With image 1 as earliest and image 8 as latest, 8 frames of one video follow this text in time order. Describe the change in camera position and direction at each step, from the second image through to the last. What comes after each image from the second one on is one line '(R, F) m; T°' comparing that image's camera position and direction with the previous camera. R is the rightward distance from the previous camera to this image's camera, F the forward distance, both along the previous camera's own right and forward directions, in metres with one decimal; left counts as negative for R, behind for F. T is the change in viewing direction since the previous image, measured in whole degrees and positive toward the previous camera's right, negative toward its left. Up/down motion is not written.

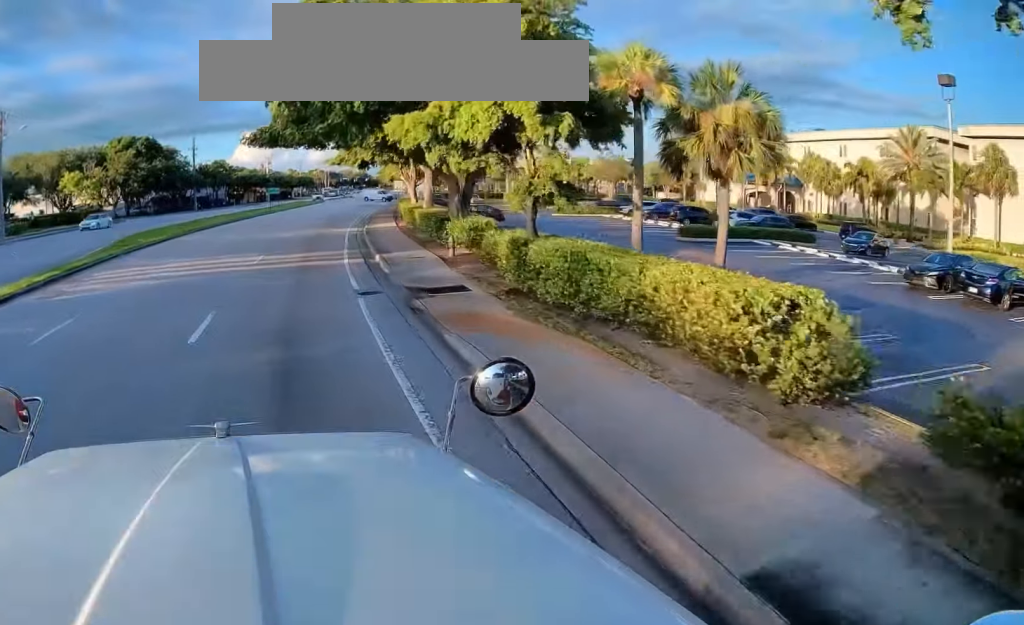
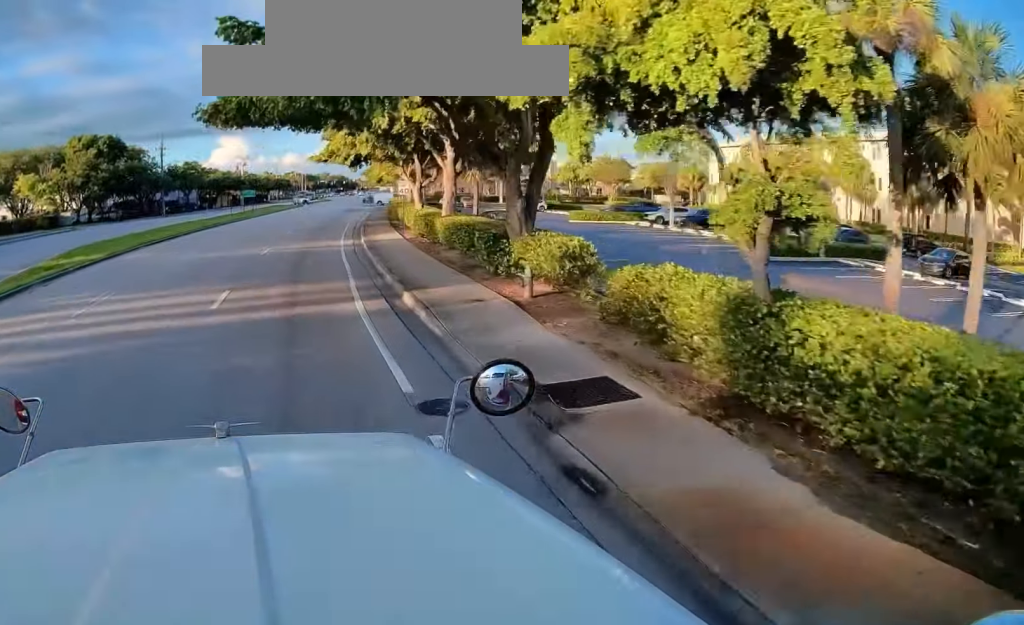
(-0.1, +9.0) m; +2°
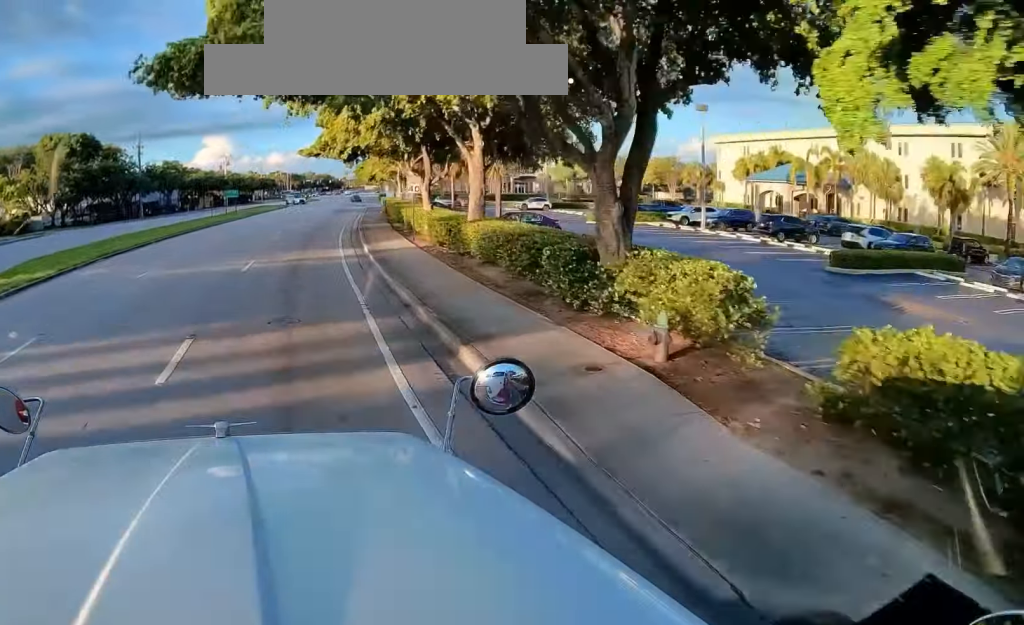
(+0.2, +5.8) m; +2°
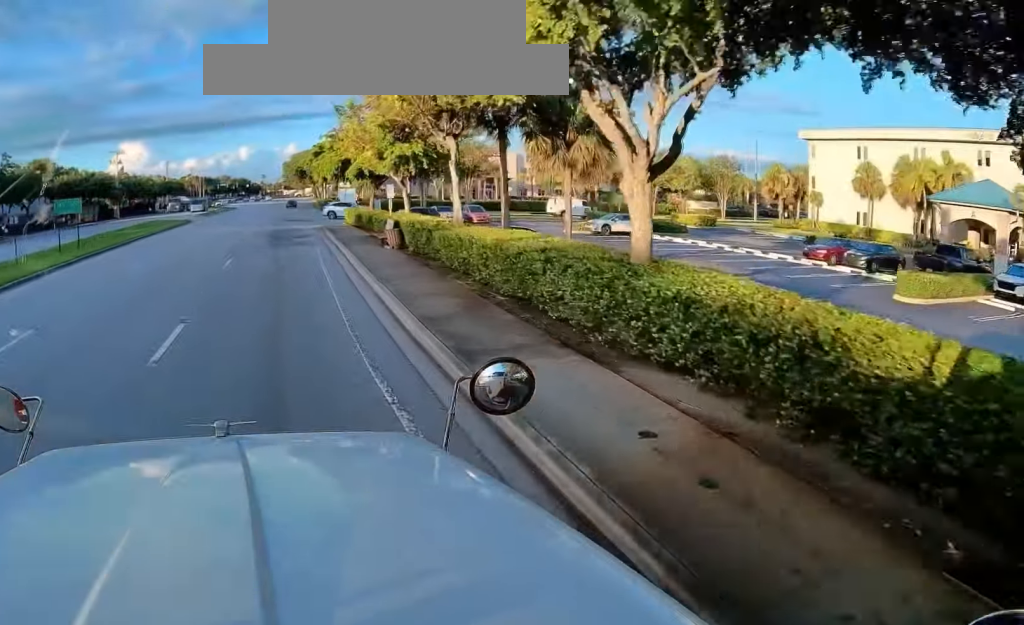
(+2.1, +33.7) m; +7°
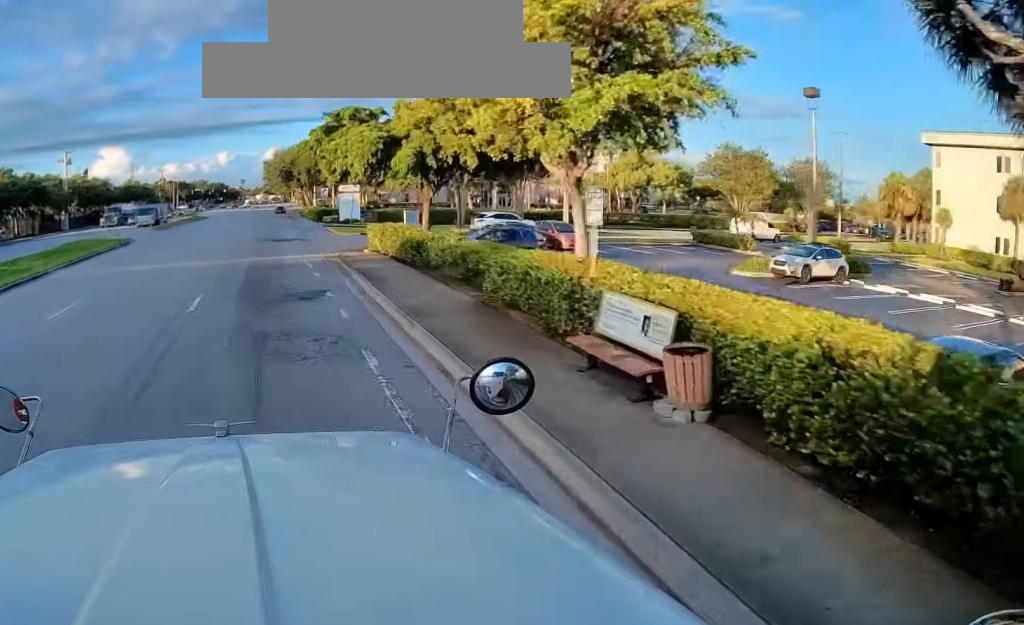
(+0.7, +18.4) m; +2°
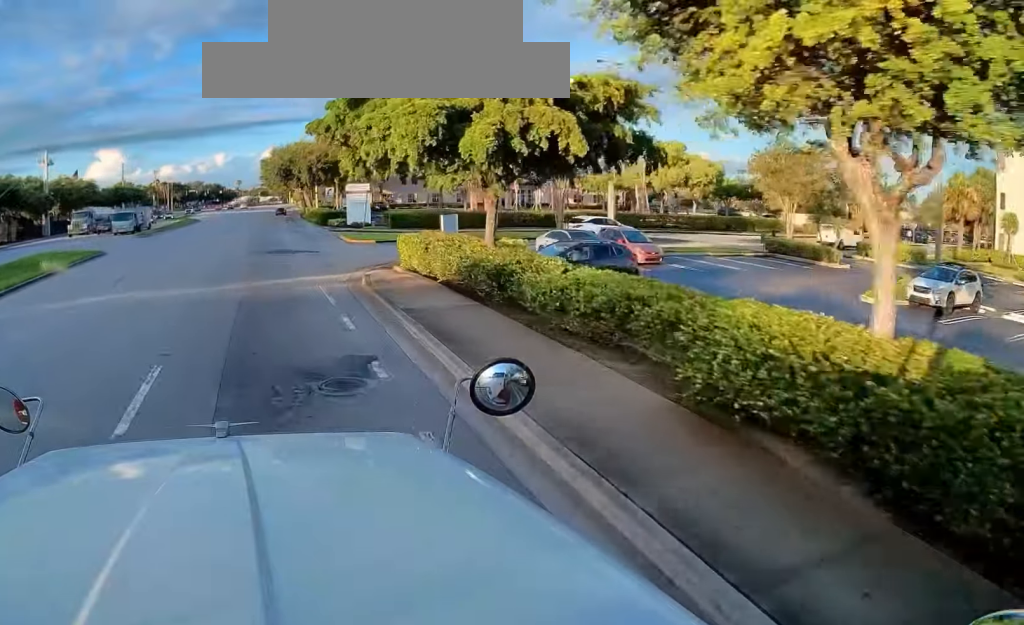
(-0.1, +6.9) m; 0°
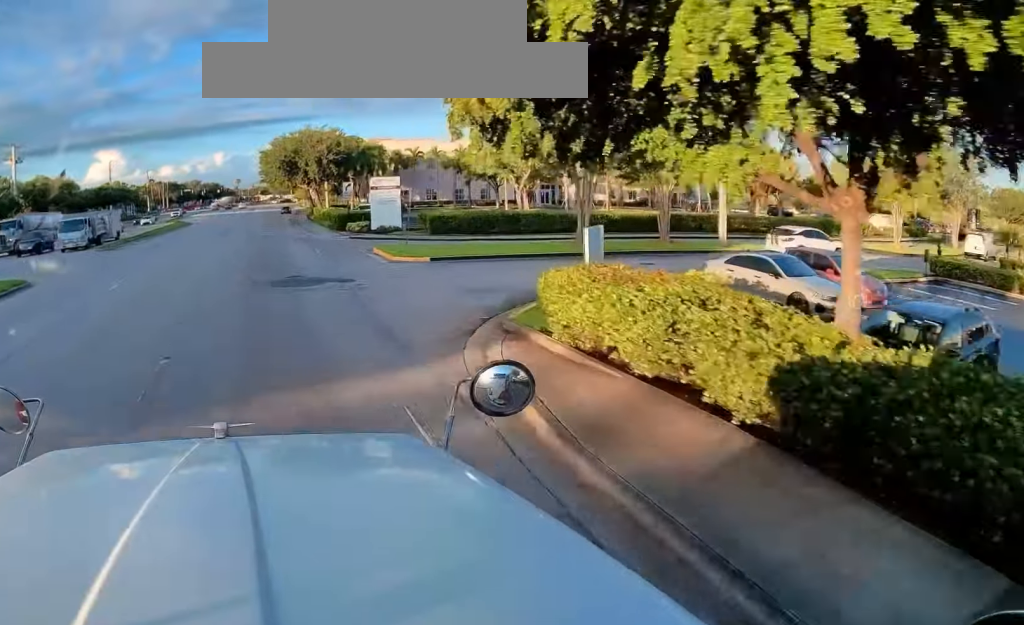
(-0.1, +10.2) m; 0°
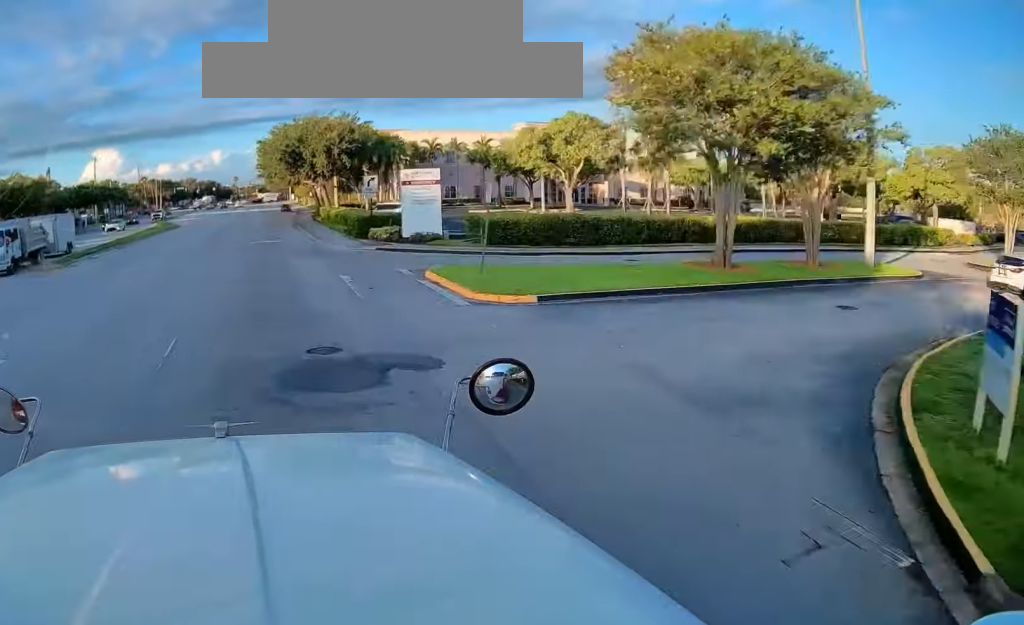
(+0.1, +8.6) m; +1°
